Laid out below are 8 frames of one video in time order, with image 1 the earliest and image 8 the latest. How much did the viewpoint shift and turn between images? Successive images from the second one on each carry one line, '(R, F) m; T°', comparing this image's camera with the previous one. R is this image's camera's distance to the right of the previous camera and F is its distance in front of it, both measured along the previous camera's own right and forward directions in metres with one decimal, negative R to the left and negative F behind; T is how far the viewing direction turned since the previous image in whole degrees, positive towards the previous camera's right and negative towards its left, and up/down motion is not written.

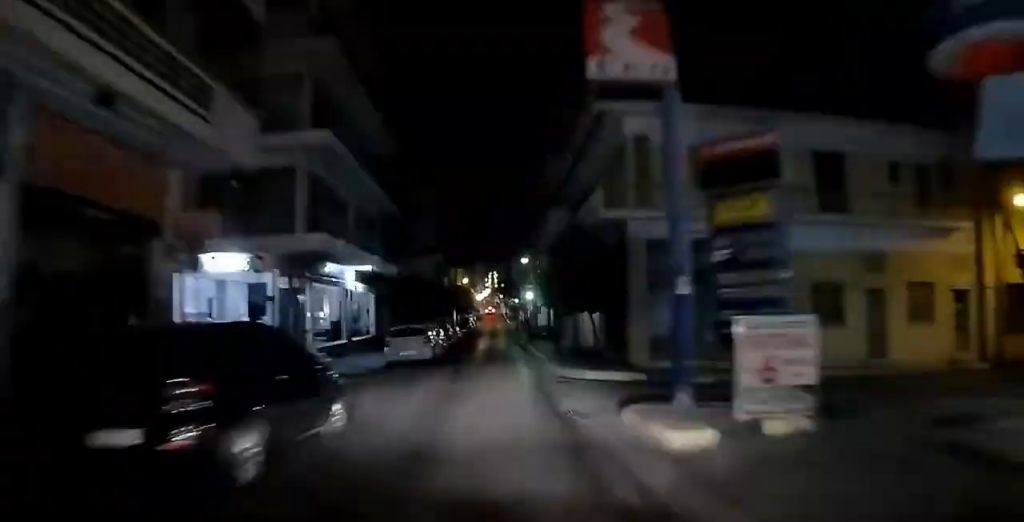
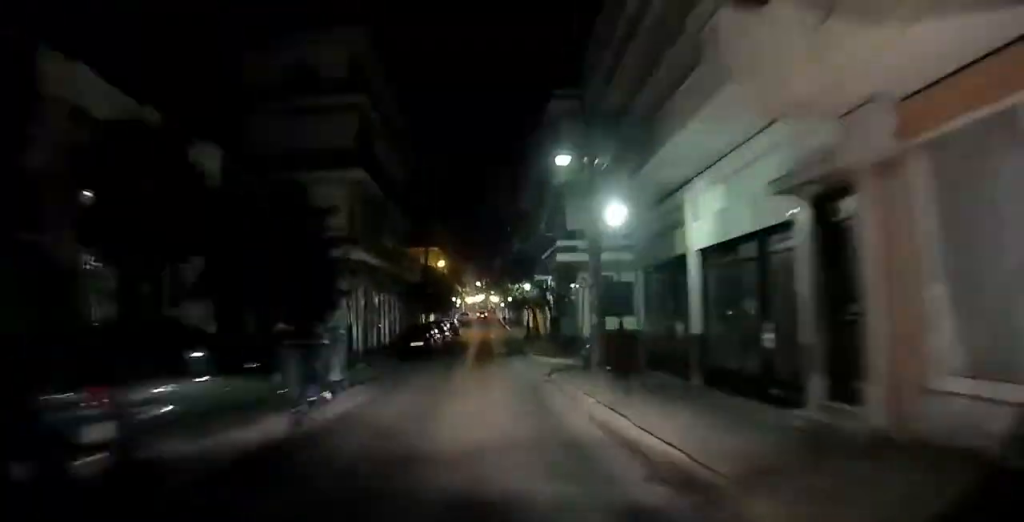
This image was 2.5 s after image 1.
(-0.3, +30.9) m; -1°
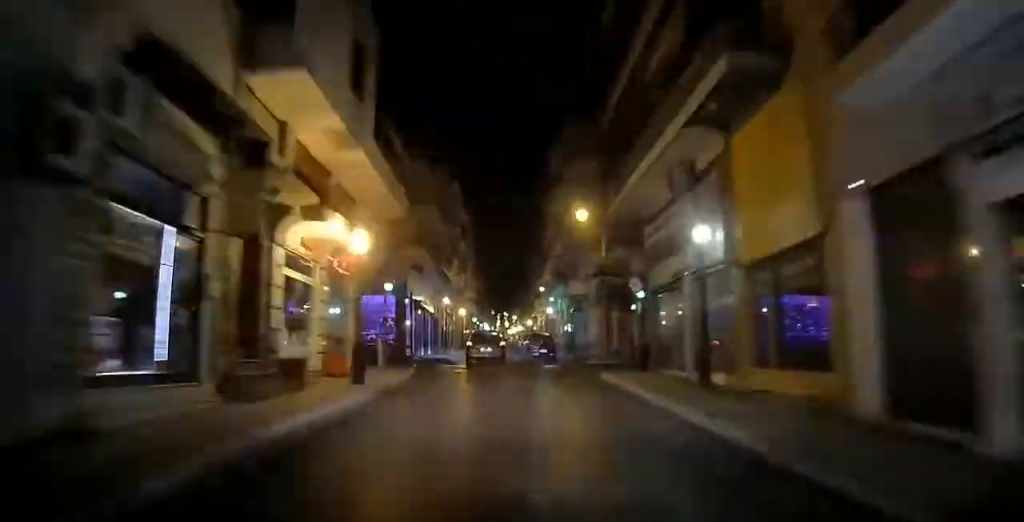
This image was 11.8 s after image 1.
(+1.3, +109.6) m; +4°
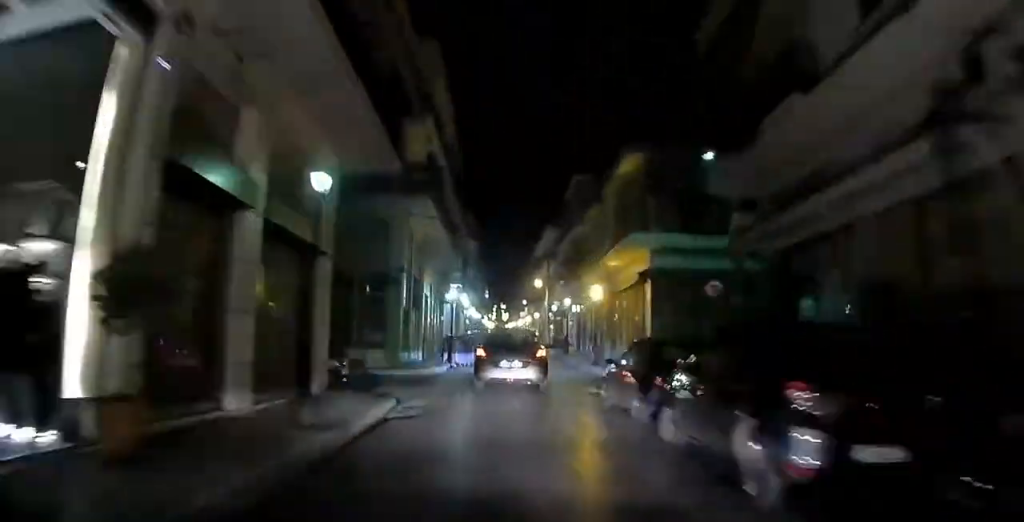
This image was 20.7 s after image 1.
(+2.4, +86.7) m; -1°
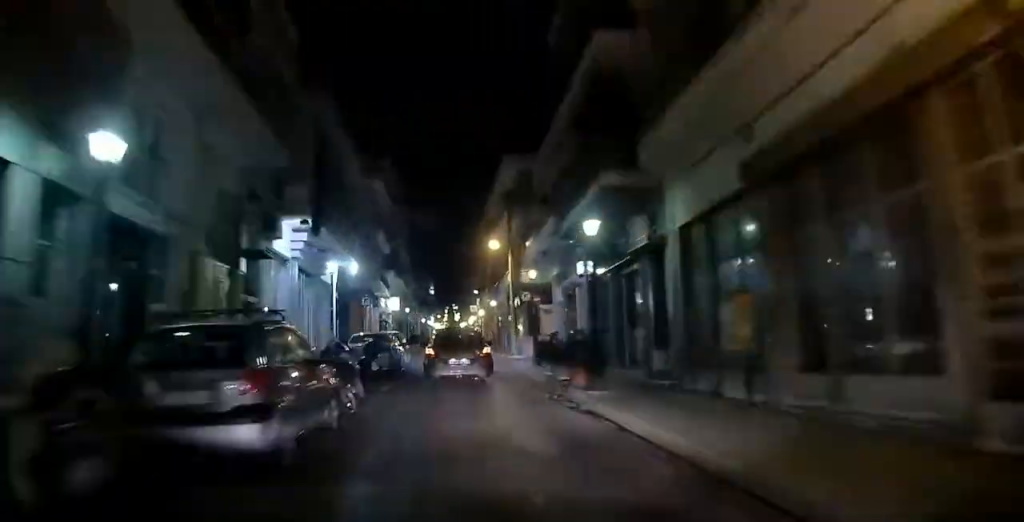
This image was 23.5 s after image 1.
(-0.5, +24.5) m; -3°
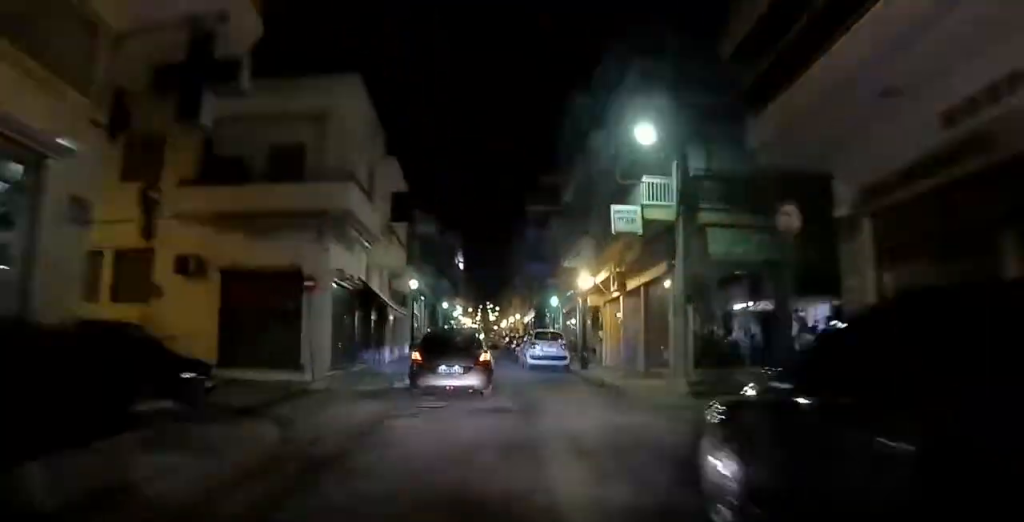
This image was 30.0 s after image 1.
(-3.4, +52.3) m; -1°
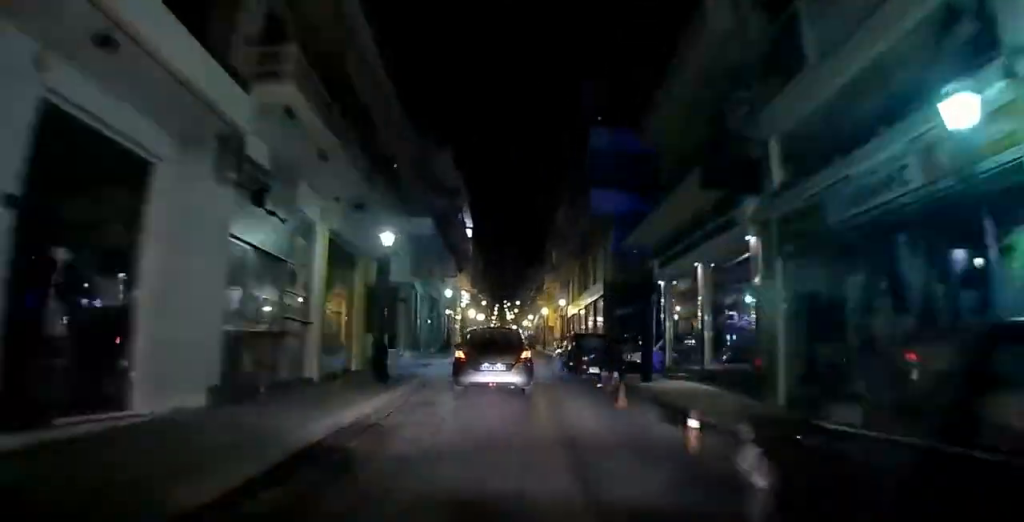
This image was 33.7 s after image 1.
(+0.9, +28.8) m; +4°
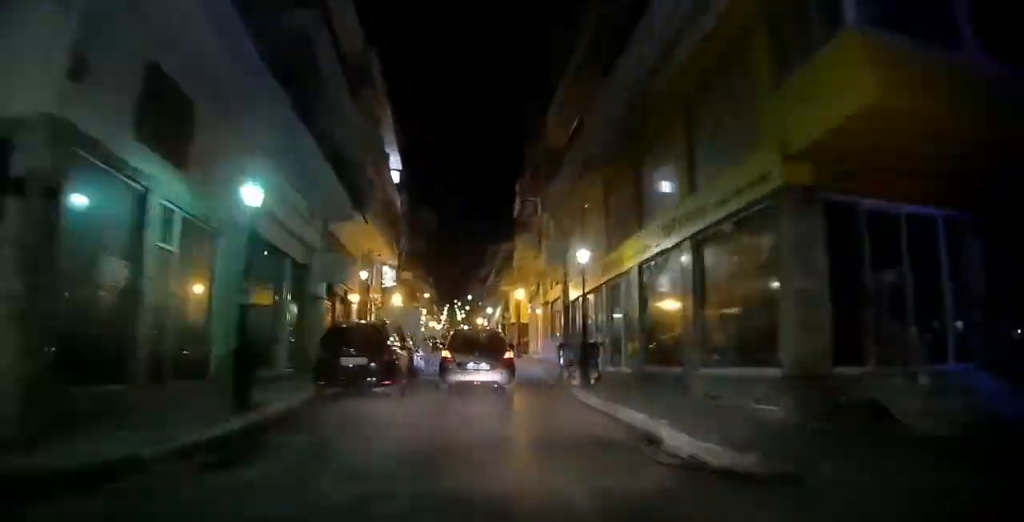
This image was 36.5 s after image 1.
(+2.1, +22.6) m; +3°
